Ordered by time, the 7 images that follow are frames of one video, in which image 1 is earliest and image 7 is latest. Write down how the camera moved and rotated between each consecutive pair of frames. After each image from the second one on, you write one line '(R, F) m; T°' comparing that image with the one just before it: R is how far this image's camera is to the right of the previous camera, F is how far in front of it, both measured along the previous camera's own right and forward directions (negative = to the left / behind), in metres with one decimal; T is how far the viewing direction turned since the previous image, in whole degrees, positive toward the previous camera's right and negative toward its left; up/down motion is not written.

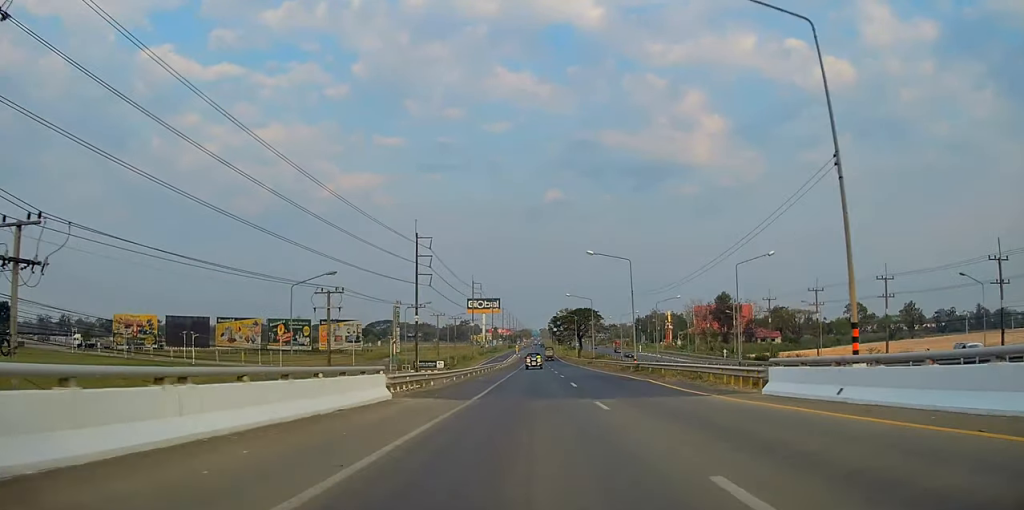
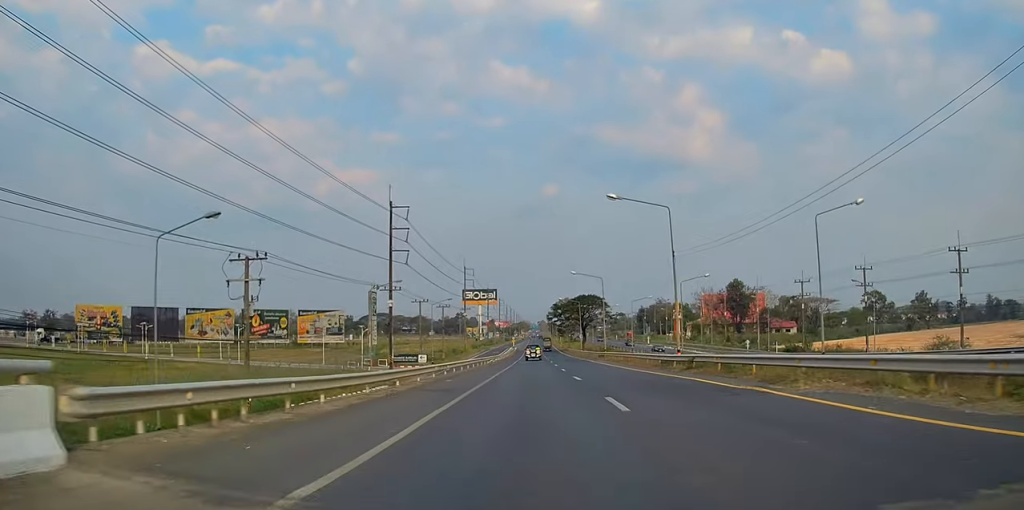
(0.0, +15.0) m; -1°
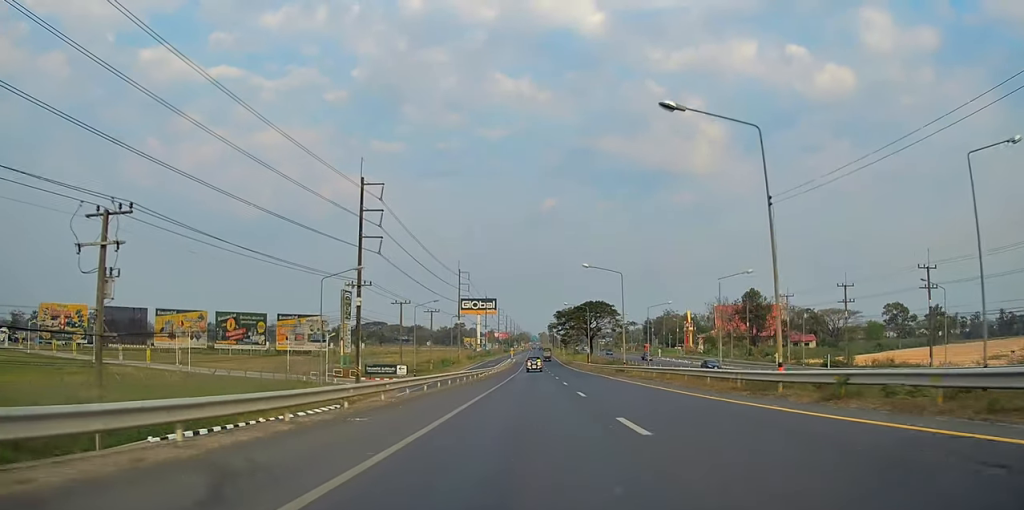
(-0.4, +13.9) m; 0°
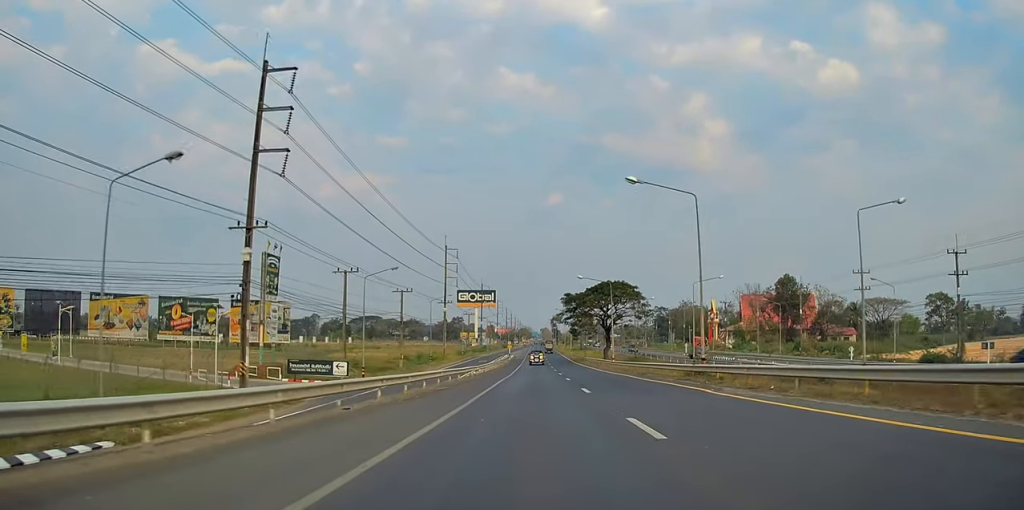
(+0.7, +24.6) m; +3°
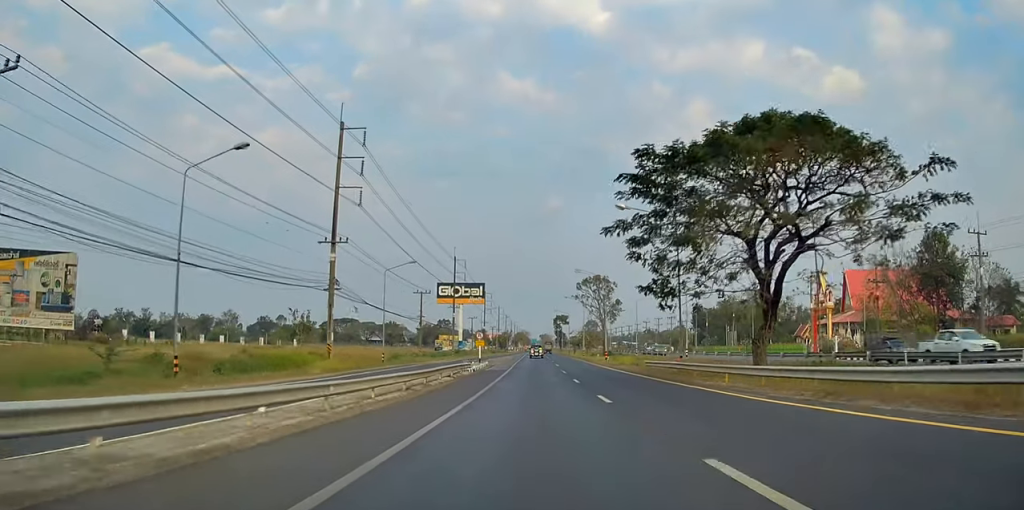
(0.0, +65.6) m; +1°
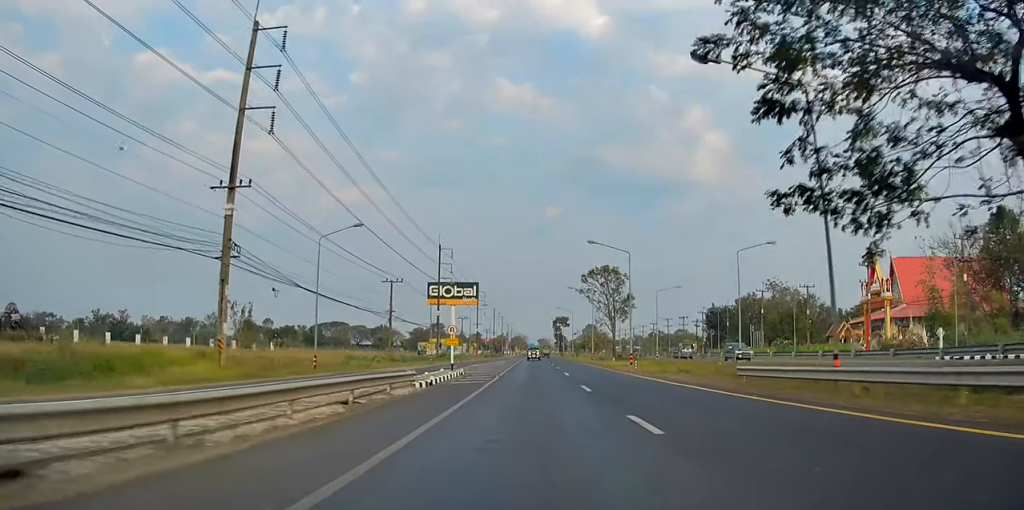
(+0.1, +19.4) m; +1°
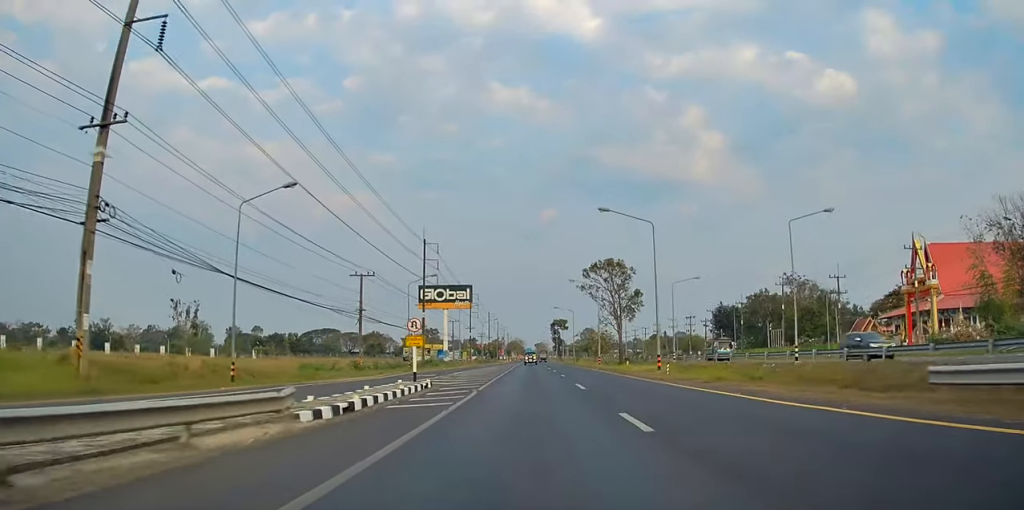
(+0.3, +12.1) m; 0°
